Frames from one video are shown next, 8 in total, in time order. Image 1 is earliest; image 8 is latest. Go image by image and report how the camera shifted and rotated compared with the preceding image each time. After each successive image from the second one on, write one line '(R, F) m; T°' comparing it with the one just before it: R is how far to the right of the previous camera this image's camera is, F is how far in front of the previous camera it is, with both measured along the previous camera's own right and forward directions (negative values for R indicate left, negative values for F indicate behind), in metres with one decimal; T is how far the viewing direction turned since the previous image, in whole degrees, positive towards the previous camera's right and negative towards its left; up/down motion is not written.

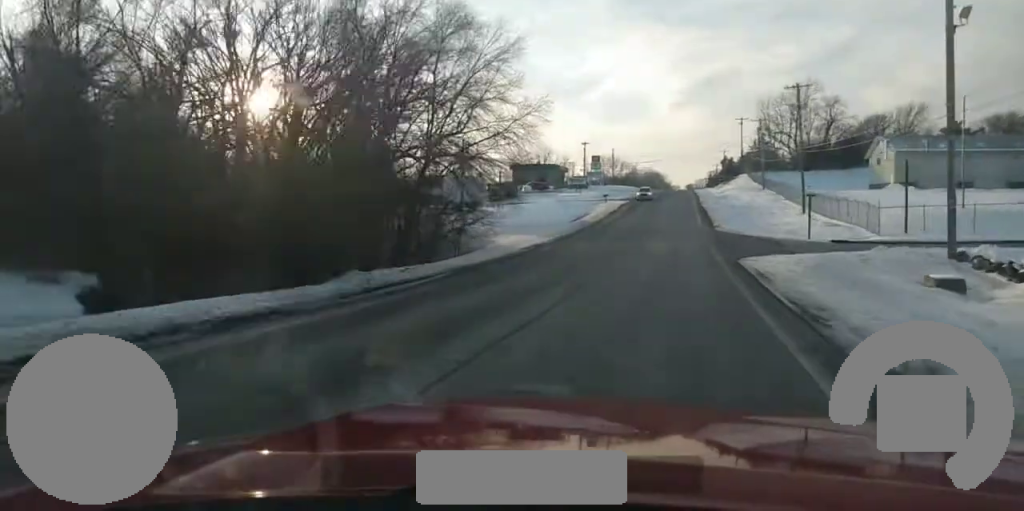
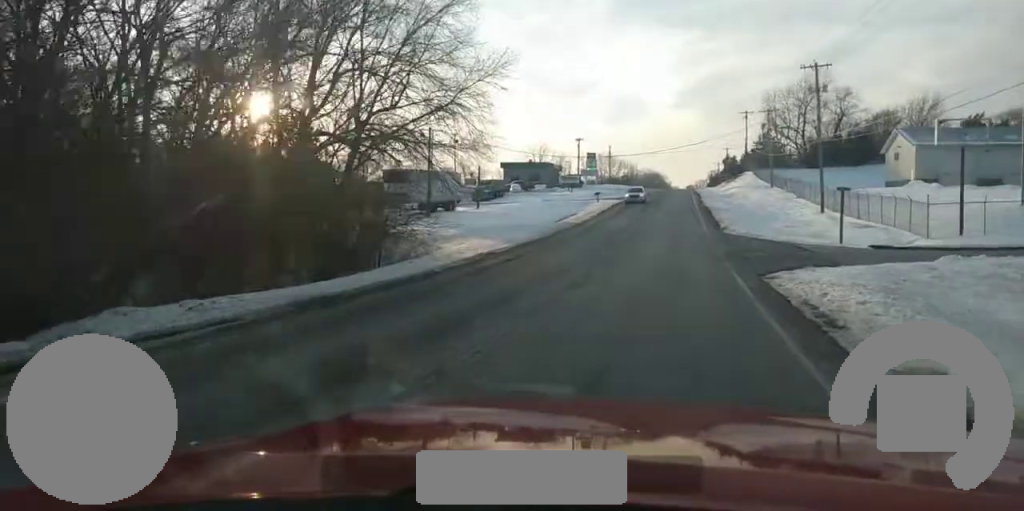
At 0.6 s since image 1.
(0.0, +9.7) m; 0°
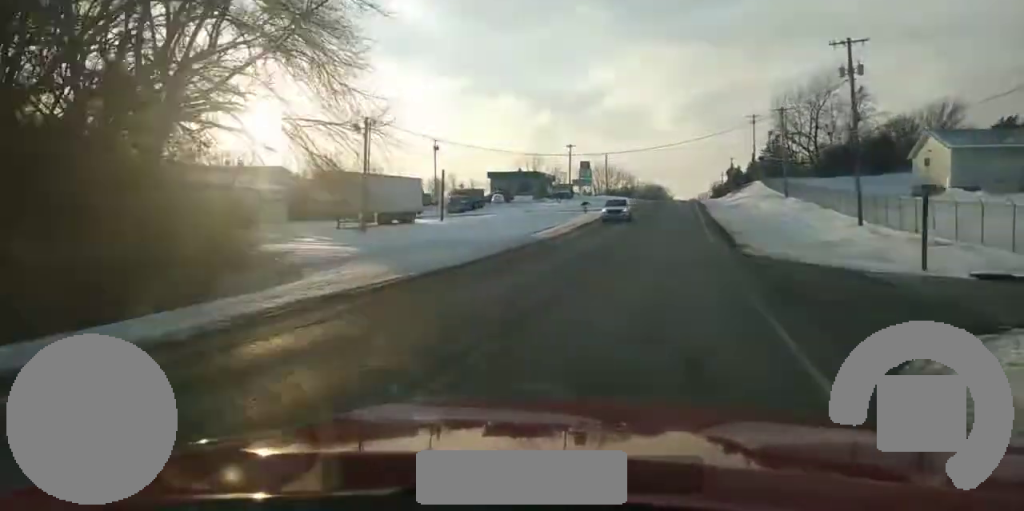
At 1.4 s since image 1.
(0.0, +13.0) m; -1°
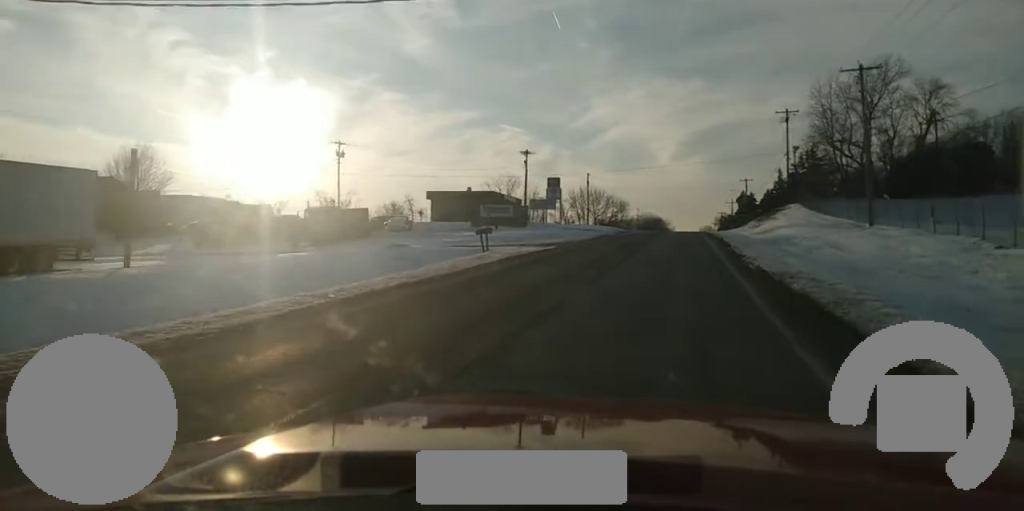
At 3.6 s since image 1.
(-0.9, +40.2) m; 0°
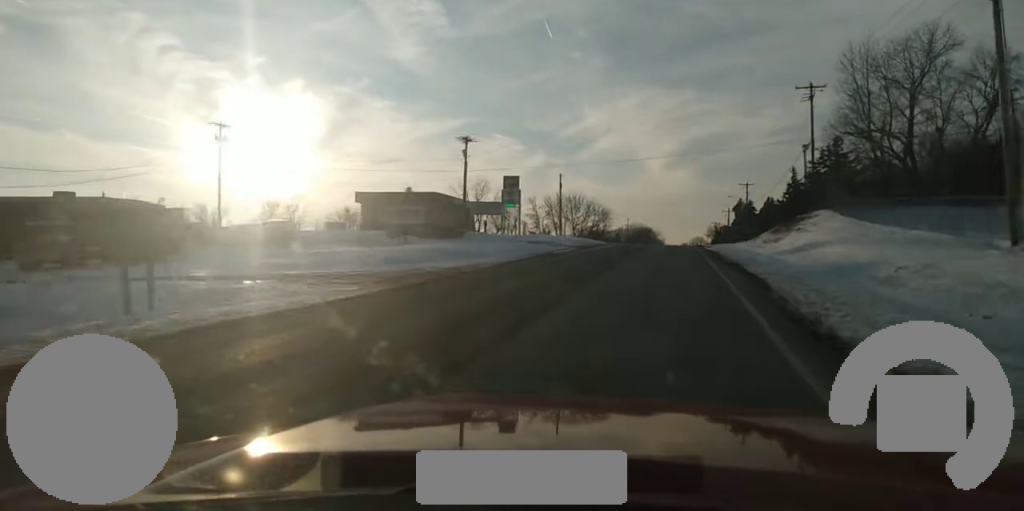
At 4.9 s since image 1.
(+0.9, +23.8) m; +1°
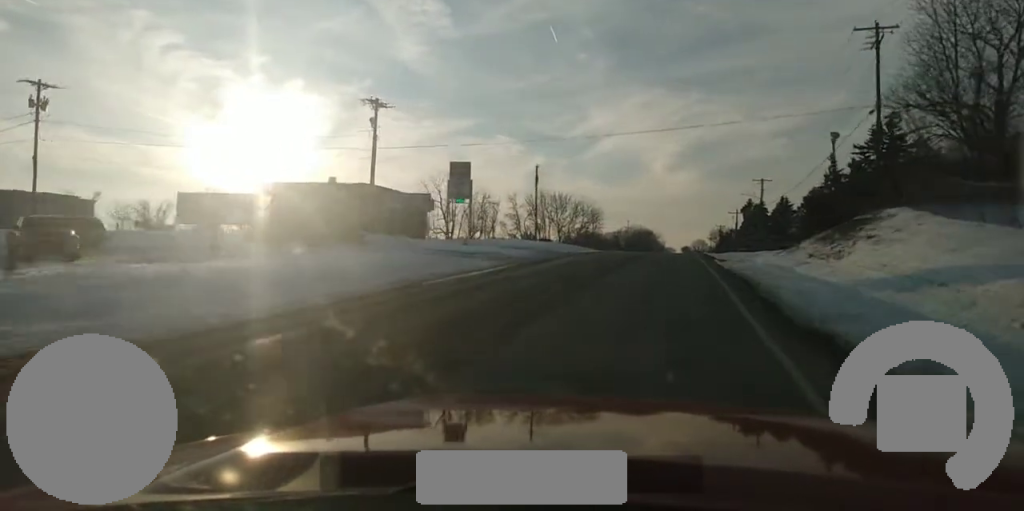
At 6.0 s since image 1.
(-0.4, +22.0) m; -2°
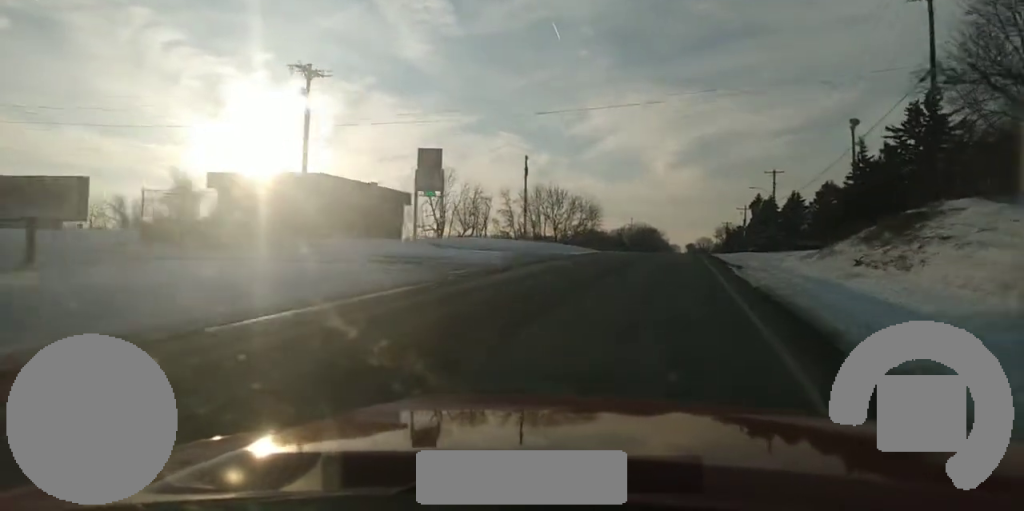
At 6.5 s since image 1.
(-0.1, +9.4) m; -1°
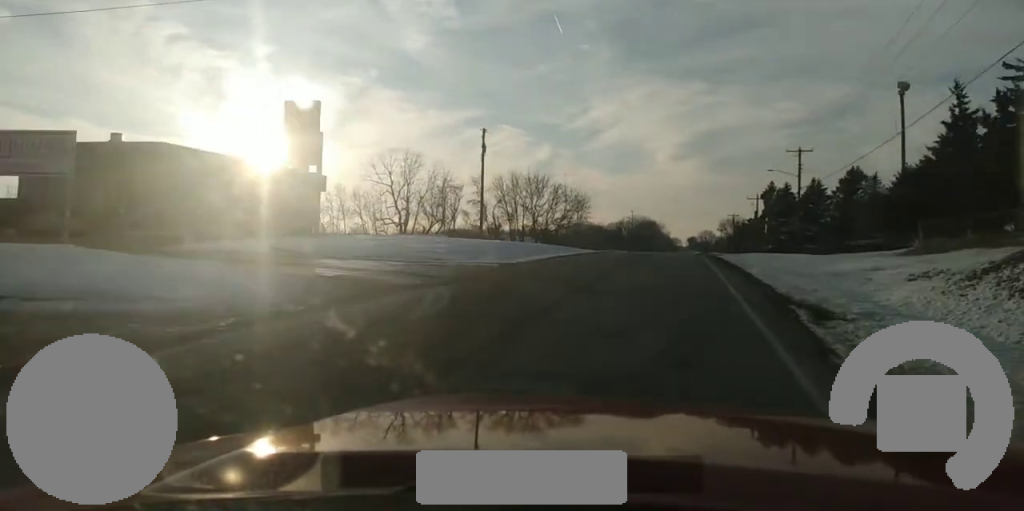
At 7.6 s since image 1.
(0.0, +20.3) m; +1°
